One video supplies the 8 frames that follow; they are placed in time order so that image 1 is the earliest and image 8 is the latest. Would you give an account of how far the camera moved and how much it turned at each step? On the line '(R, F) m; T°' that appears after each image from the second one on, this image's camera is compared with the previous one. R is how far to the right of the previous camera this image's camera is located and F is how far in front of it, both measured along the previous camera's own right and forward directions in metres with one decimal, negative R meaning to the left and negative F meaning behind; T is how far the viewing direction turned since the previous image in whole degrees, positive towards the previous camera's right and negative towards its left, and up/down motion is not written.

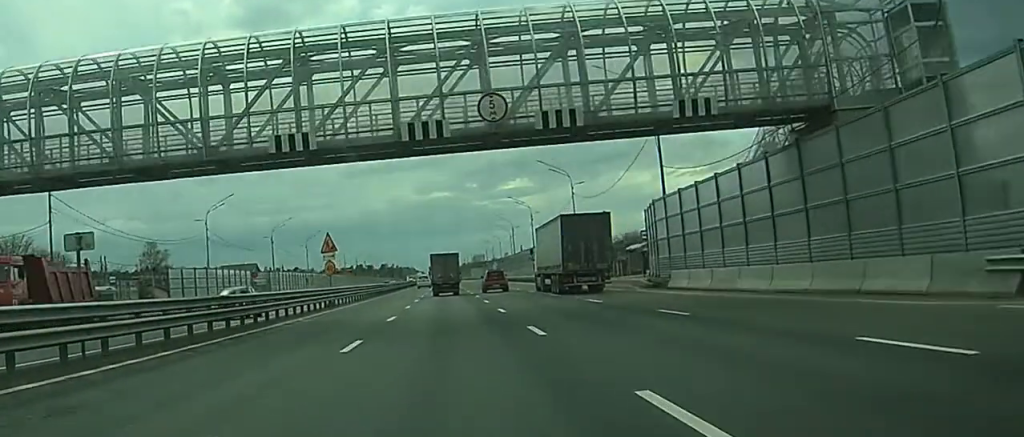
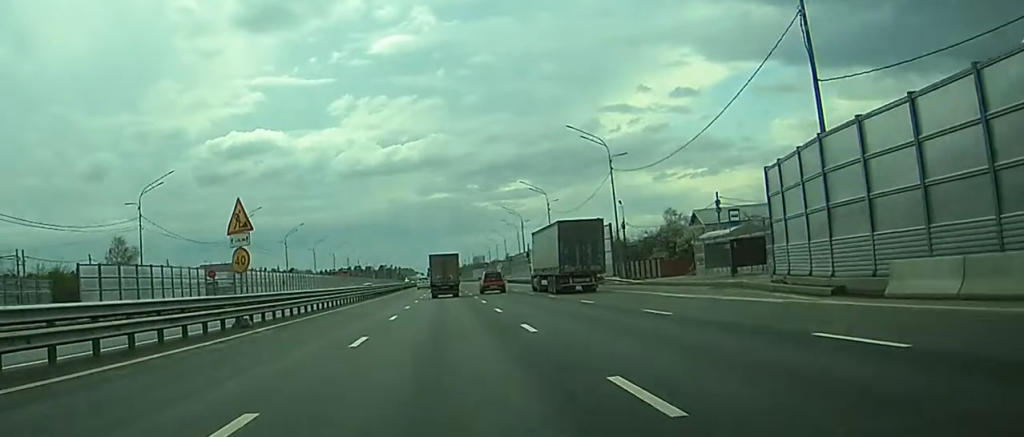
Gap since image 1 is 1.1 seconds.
(+0.2, +21.7) m; 0°
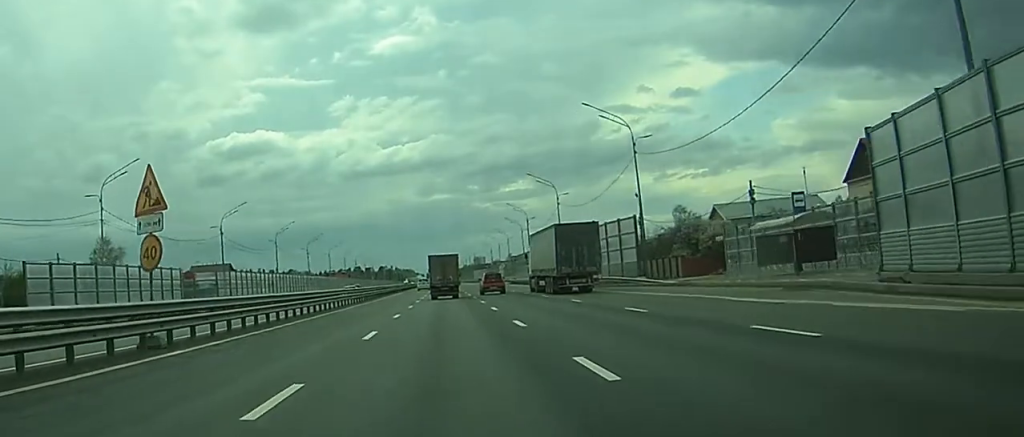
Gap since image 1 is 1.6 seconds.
(0.0, +8.7) m; 0°
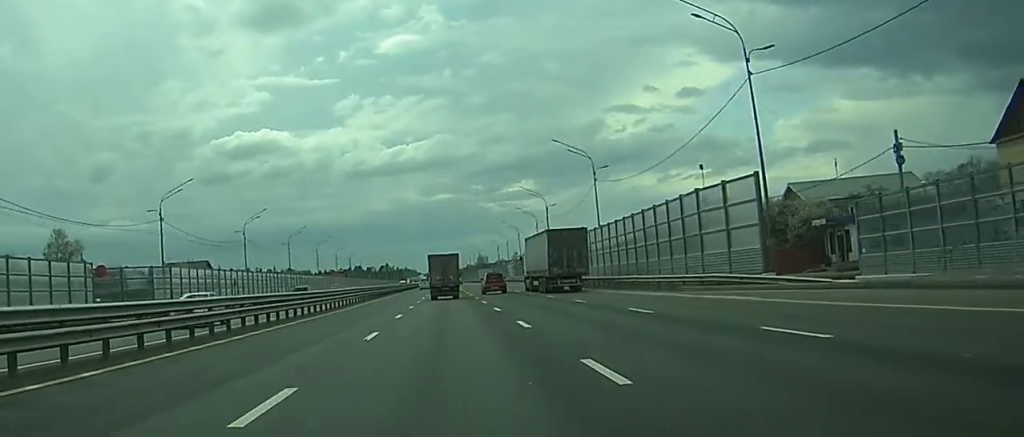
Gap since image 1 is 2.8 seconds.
(-0.2, +21.9) m; -1°
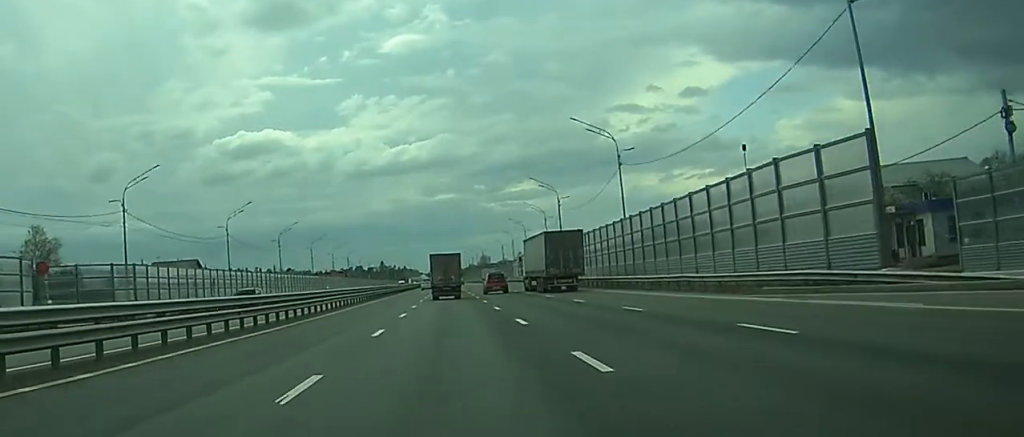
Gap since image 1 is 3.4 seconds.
(0.0, +9.2) m; -1°
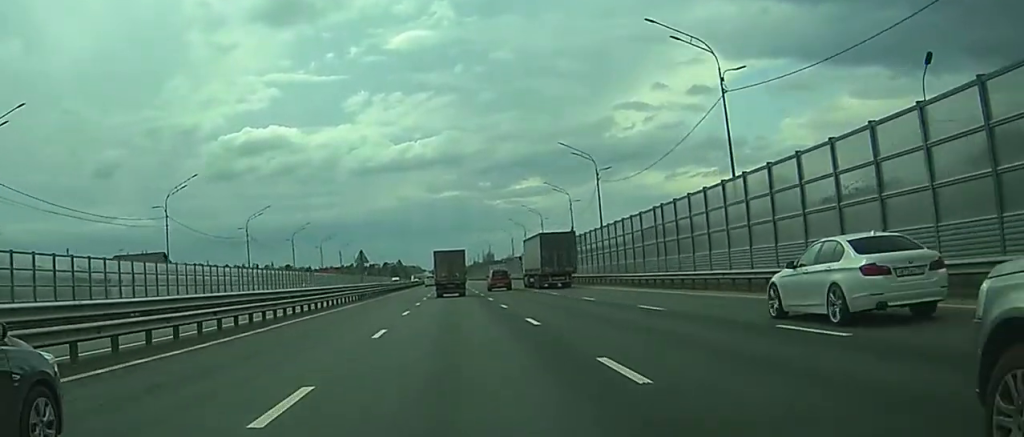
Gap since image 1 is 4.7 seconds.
(-0.4, +24.3) m; -2°
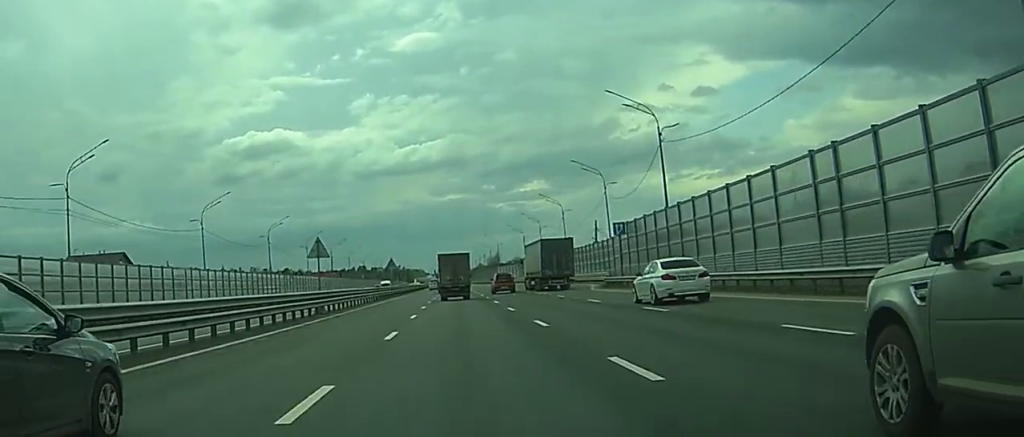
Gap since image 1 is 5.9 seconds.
(-0.1, +27.9) m; +1°
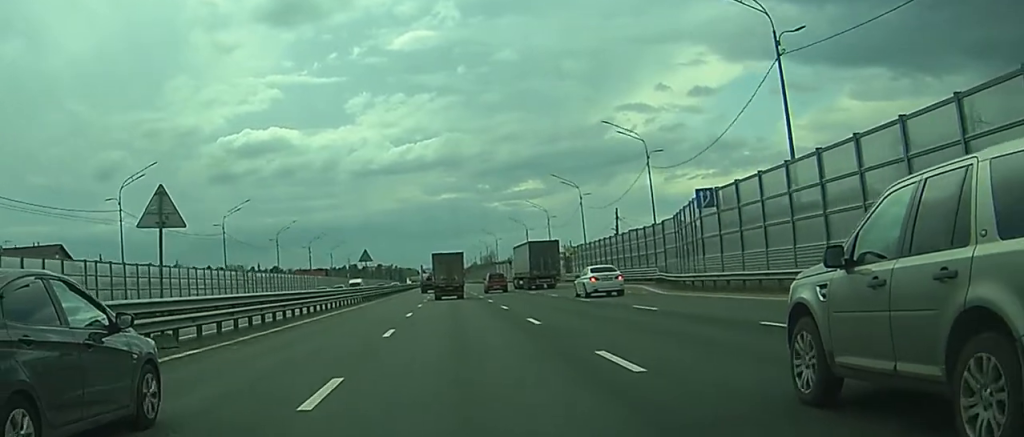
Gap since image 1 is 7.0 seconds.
(+0.6, +26.5) m; +2°
